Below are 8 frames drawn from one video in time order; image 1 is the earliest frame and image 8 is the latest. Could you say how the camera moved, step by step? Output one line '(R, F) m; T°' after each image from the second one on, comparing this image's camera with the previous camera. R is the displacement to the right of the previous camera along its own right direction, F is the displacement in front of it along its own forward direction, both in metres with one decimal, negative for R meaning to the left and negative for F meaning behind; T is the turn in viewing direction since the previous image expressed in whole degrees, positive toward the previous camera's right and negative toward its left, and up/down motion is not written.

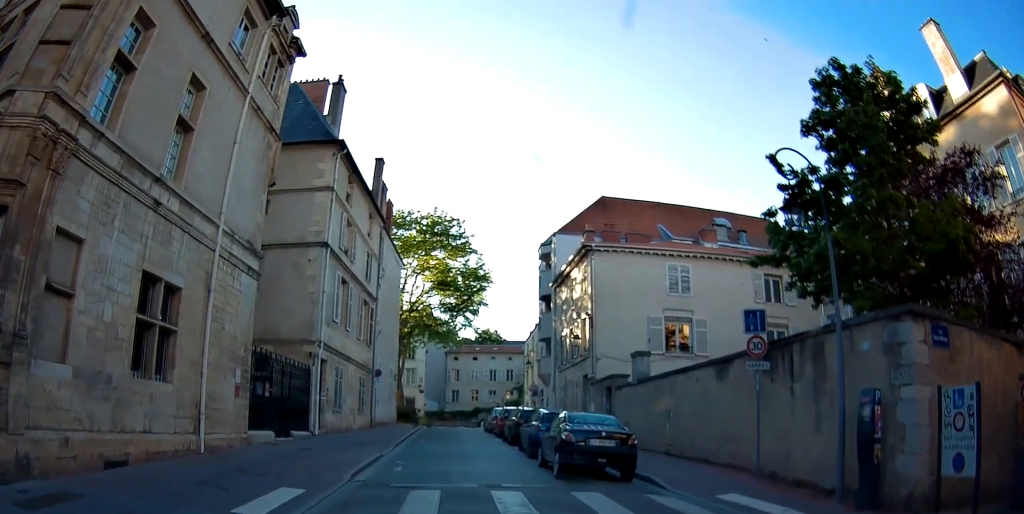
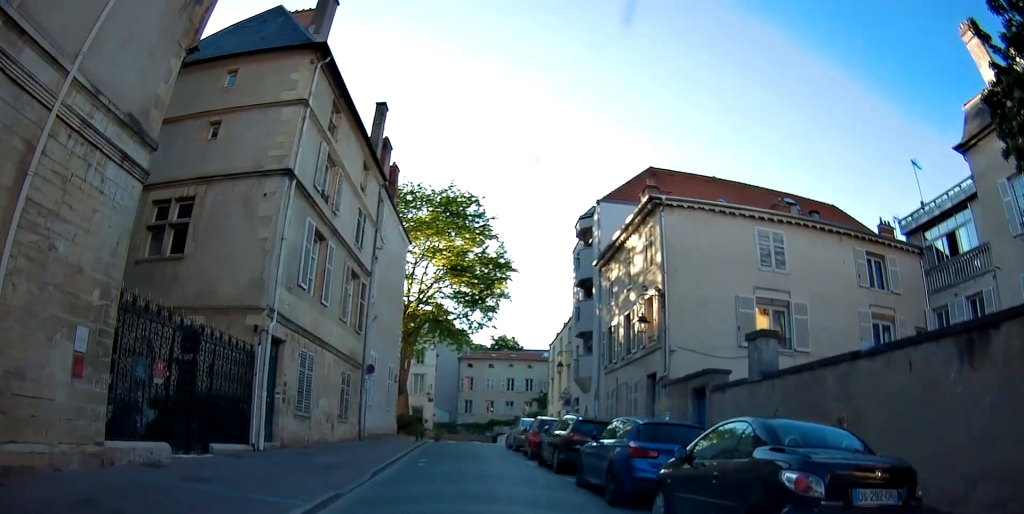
(0.0, +7.7) m; 0°
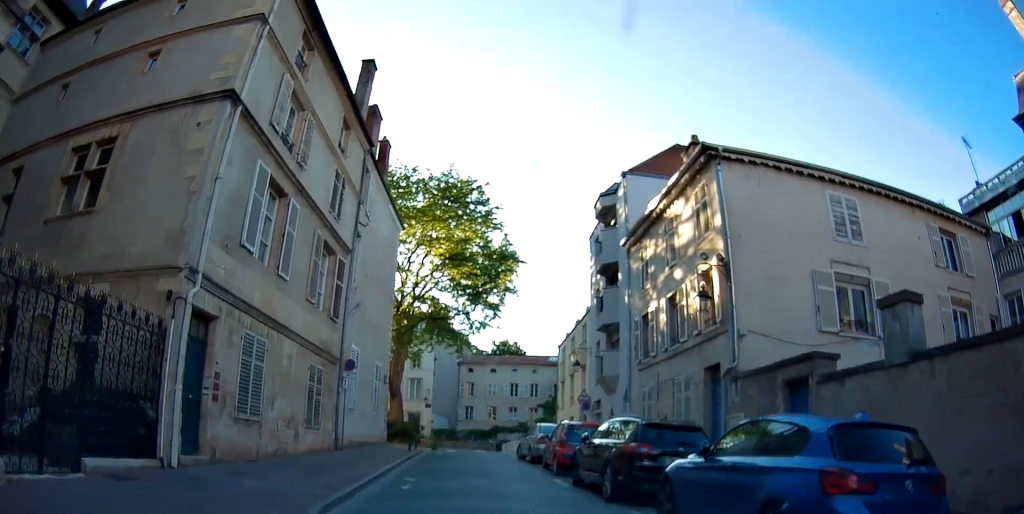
(0.0, +5.0) m; -2°
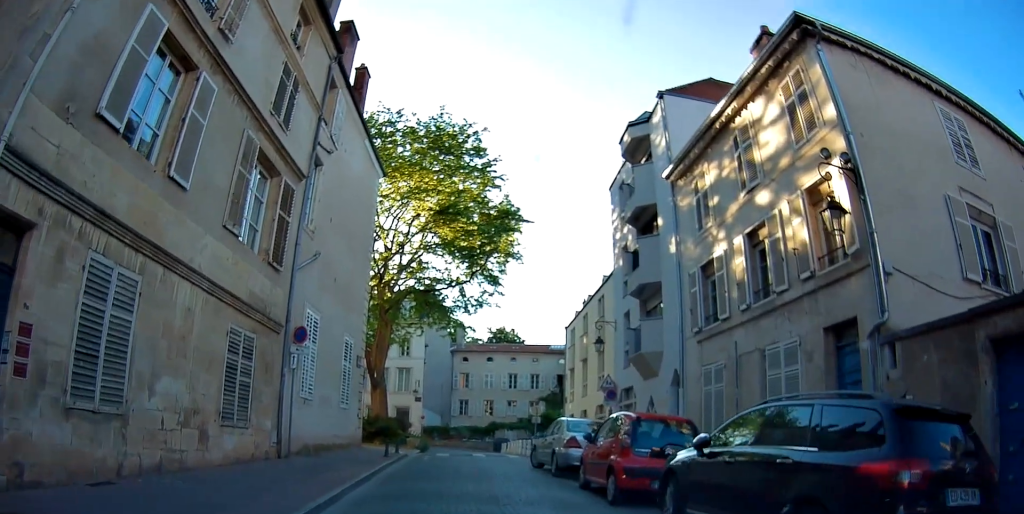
(-0.2, +5.8) m; -3°
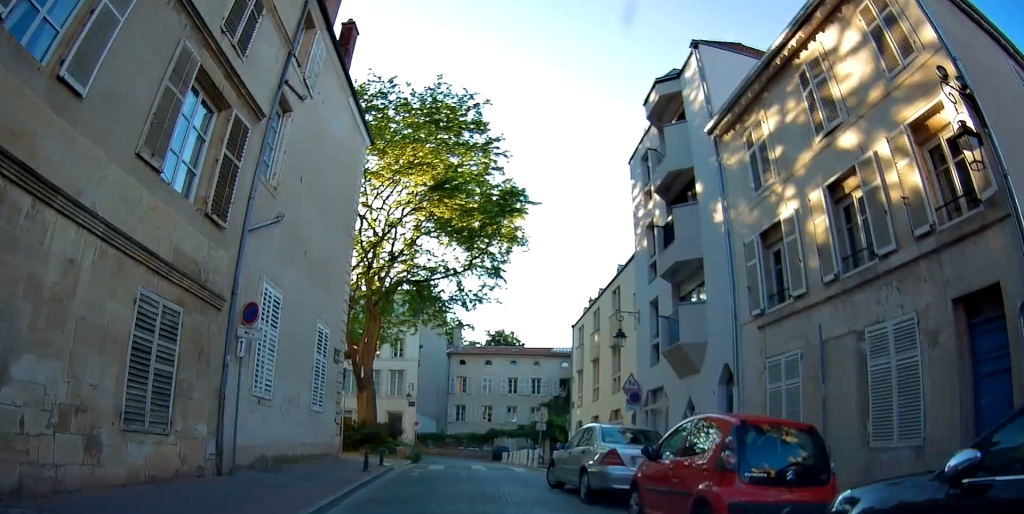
(-0.1, +3.4) m; -1°
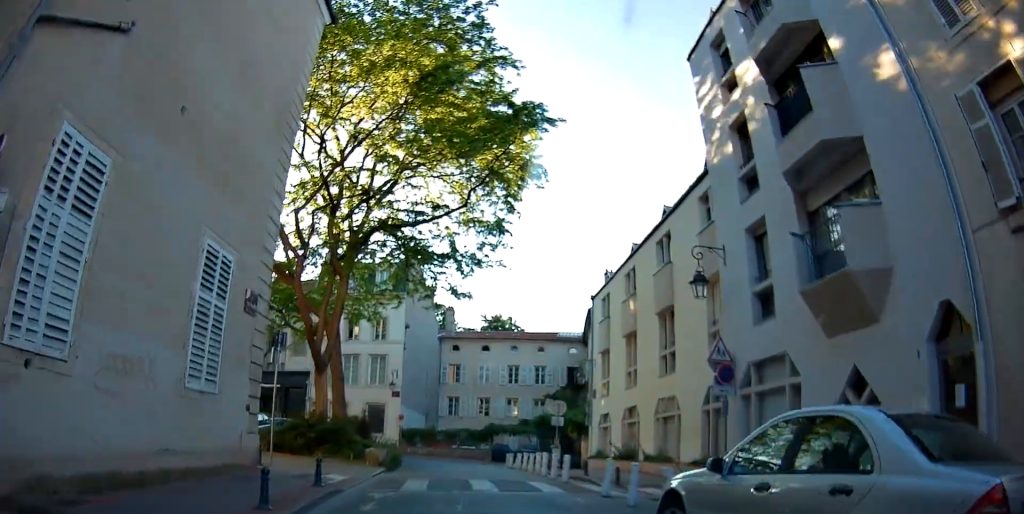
(0.0, +7.3) m; 0°
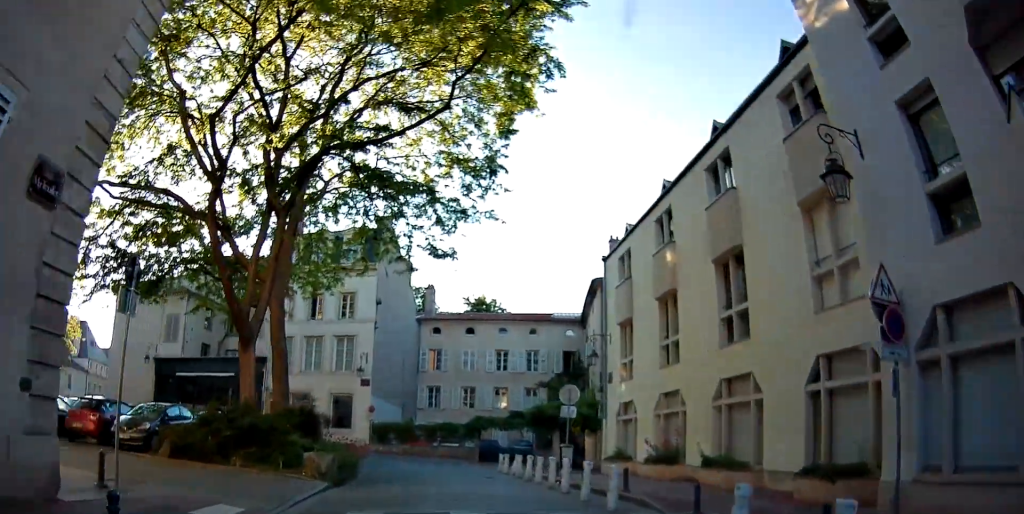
(-0.1, +6.2) m; -1°
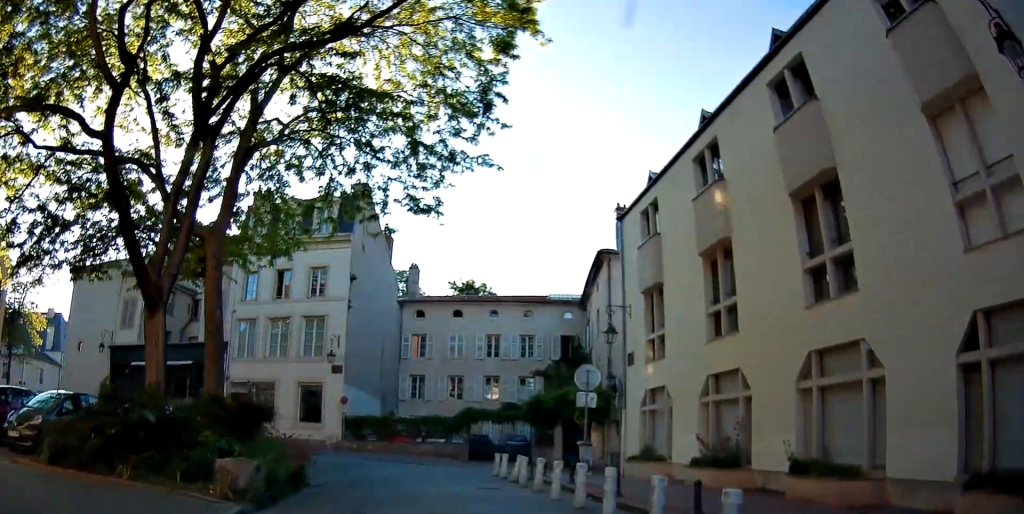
(-0.1, +4.7) m; +2°
